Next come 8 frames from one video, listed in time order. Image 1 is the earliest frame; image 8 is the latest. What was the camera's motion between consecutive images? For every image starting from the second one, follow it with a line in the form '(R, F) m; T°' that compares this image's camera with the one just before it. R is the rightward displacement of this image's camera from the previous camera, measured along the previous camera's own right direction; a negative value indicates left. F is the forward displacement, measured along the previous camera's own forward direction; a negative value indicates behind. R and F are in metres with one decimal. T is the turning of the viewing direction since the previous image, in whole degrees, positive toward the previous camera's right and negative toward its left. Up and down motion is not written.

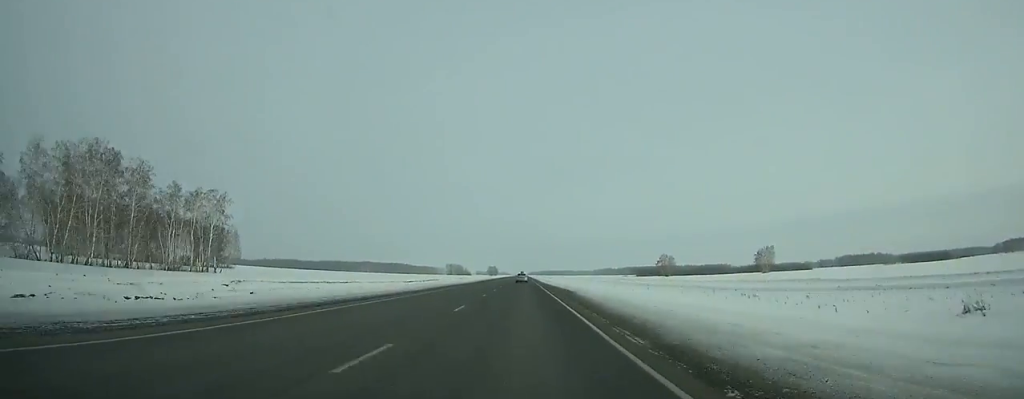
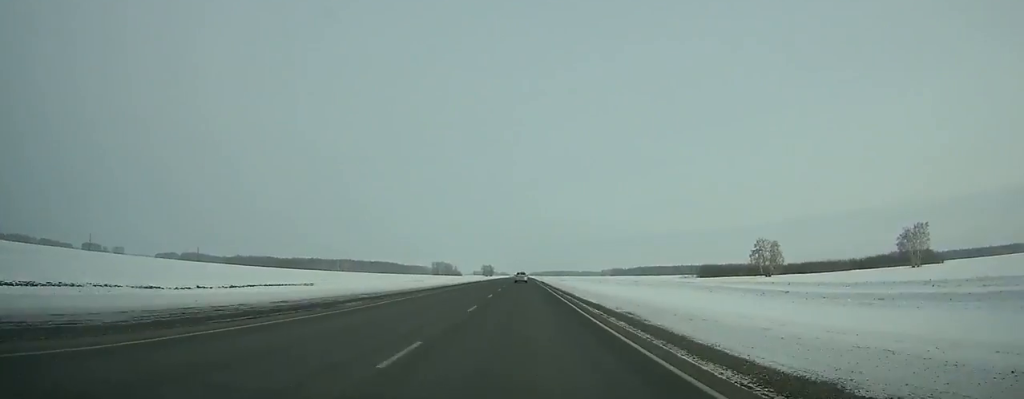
(-0.4, +155.9) m; 0°
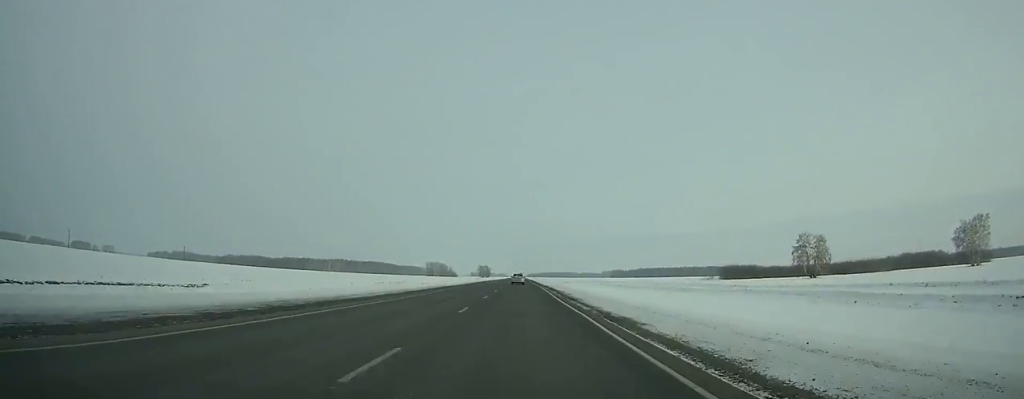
(0.0, +36.7) m; 0°
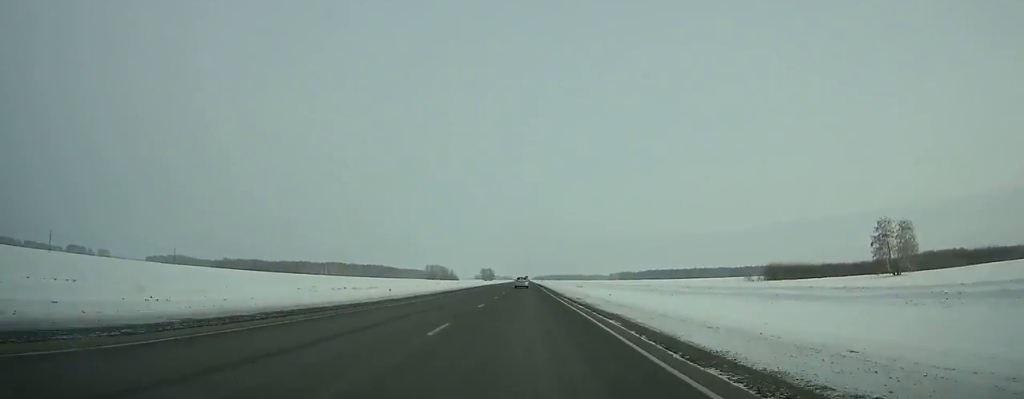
(-0.1, +42.8) m; 0°
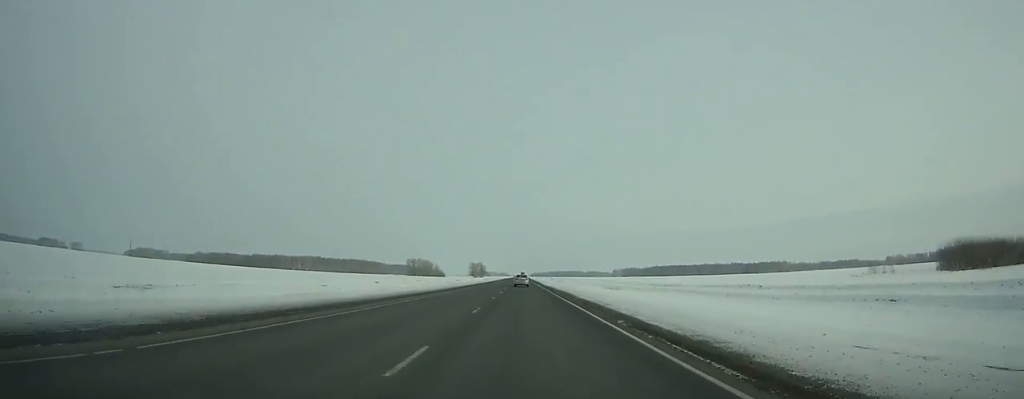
(-0.1, +100.2) m; 0°
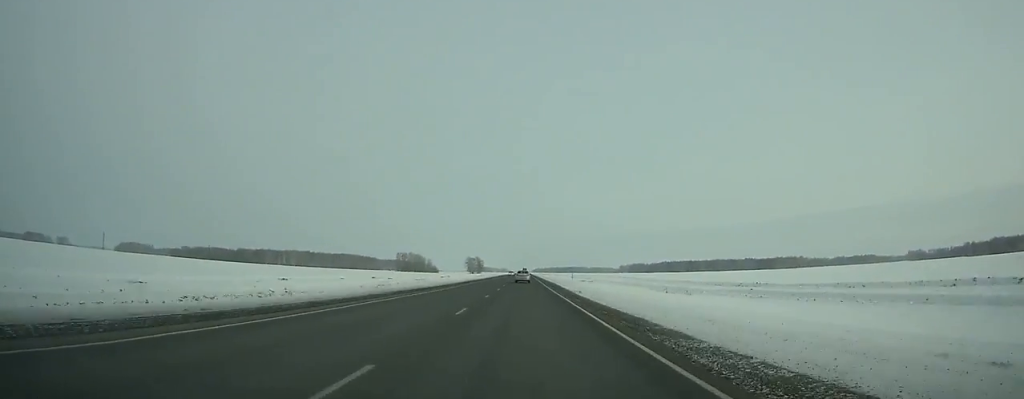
(+0.1, +62.8) m; 0°
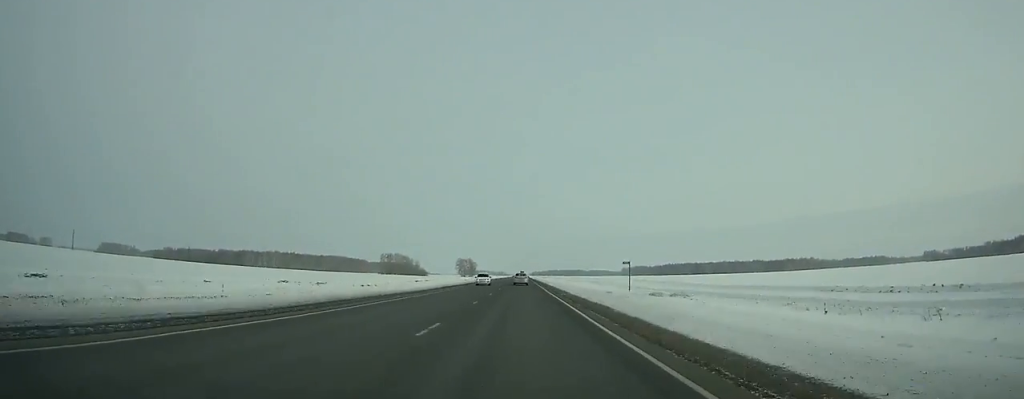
(+0.1, +53.7) m; 0°
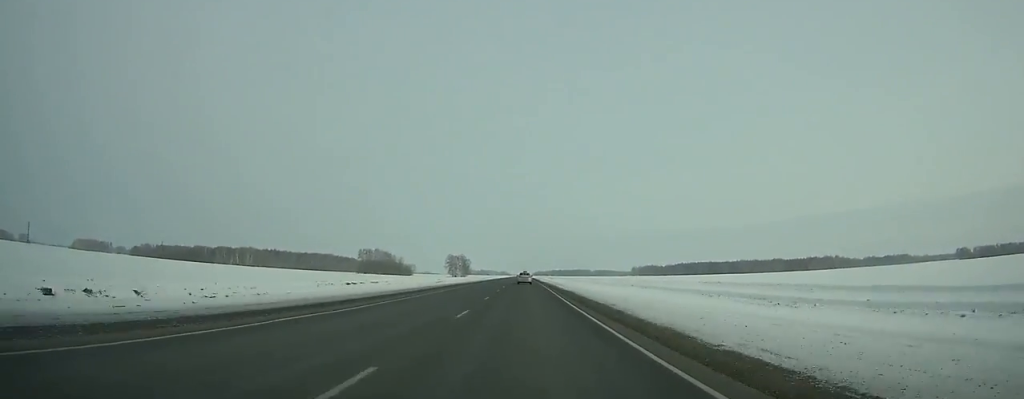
(-0.4, +79.9) m; 0°
